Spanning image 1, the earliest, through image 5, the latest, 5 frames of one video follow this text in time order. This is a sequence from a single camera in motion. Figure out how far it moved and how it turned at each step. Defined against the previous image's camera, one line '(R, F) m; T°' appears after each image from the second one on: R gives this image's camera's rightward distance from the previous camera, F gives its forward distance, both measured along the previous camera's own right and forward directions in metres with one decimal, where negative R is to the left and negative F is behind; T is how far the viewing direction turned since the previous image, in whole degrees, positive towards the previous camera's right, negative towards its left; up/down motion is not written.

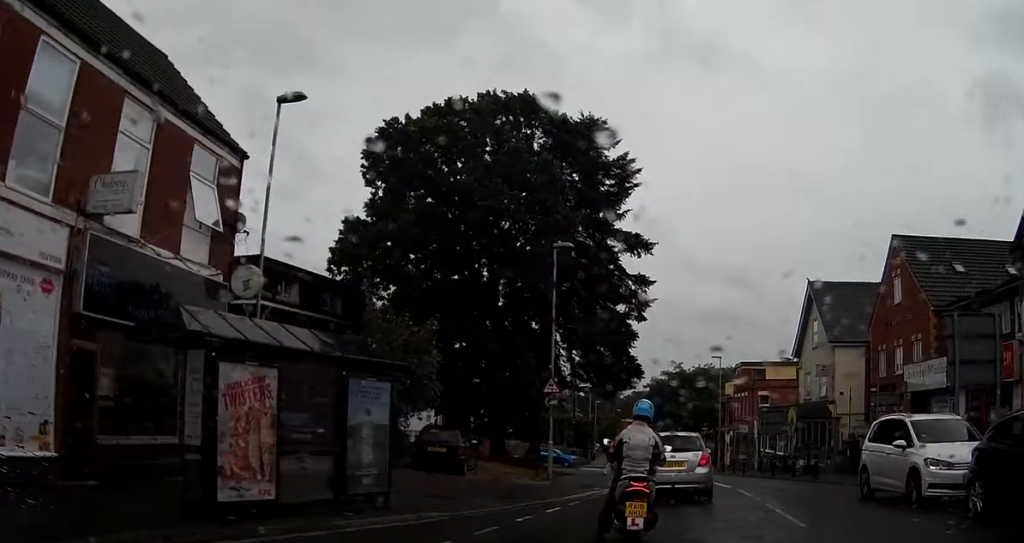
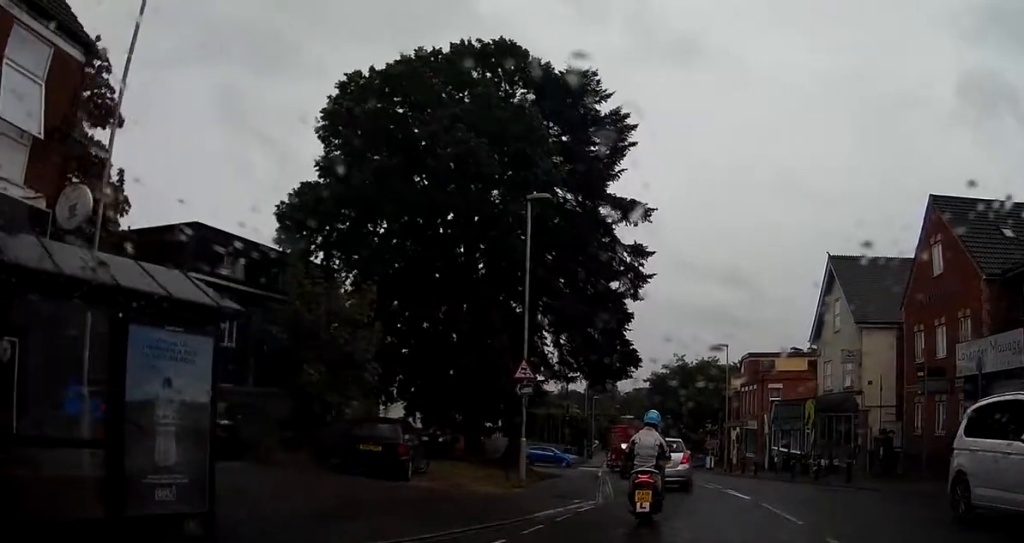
(-0.7, +8.0) m; -9°
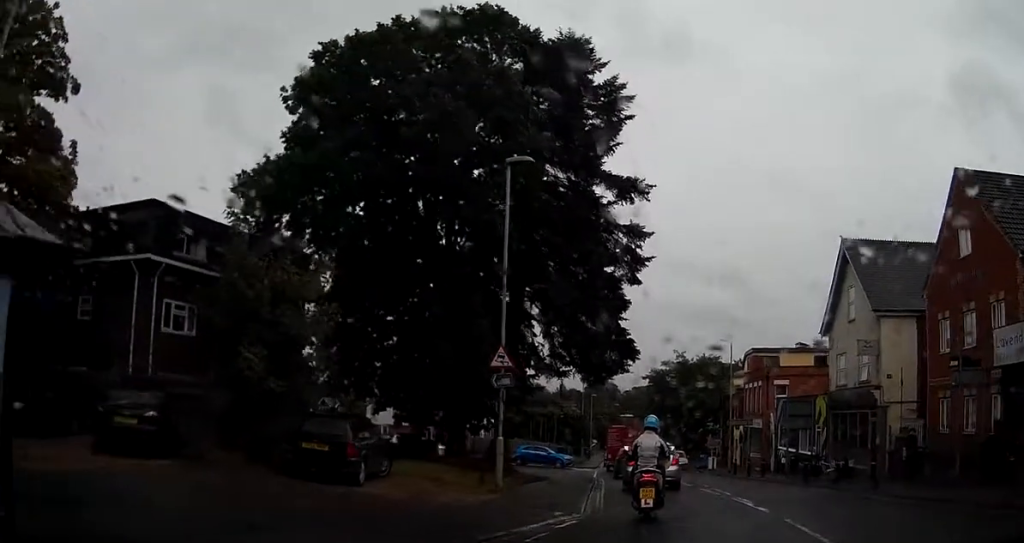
(-0.1, +4.4) m; -6°
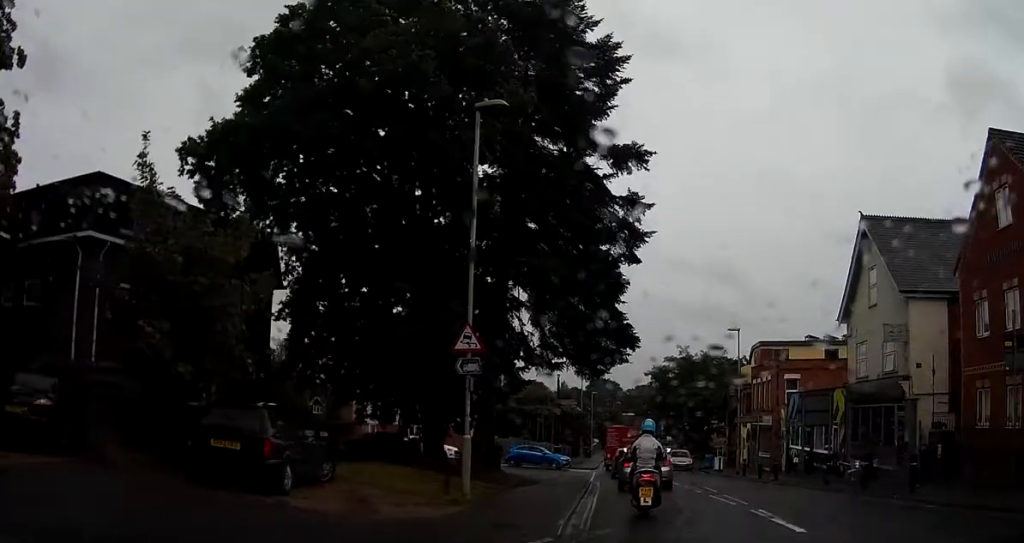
(-0.3, +4.4) m; -6°
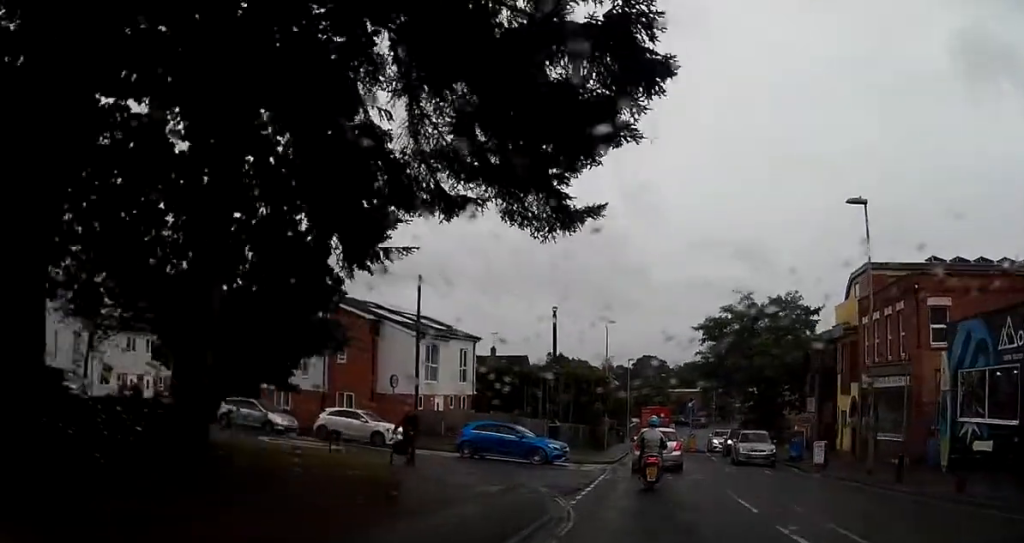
(-9.1, +21.7) m; -47°
